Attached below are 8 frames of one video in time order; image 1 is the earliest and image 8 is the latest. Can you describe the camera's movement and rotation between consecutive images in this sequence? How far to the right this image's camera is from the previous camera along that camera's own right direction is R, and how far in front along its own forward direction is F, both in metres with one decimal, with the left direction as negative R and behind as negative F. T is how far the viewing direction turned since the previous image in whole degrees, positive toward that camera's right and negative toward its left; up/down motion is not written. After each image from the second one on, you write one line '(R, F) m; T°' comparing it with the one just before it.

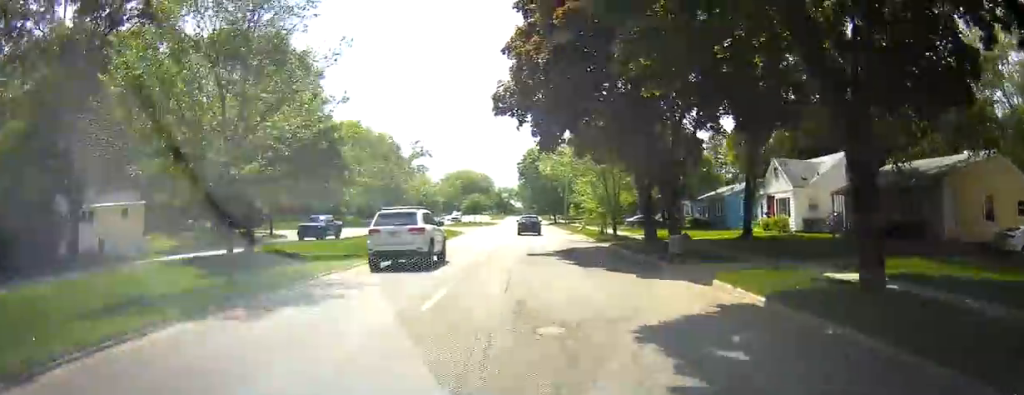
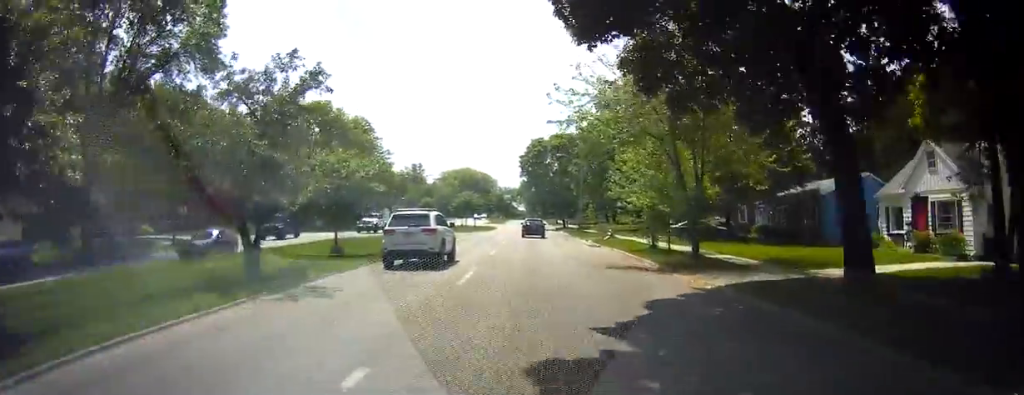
(0.0, +19.6) m; 0°
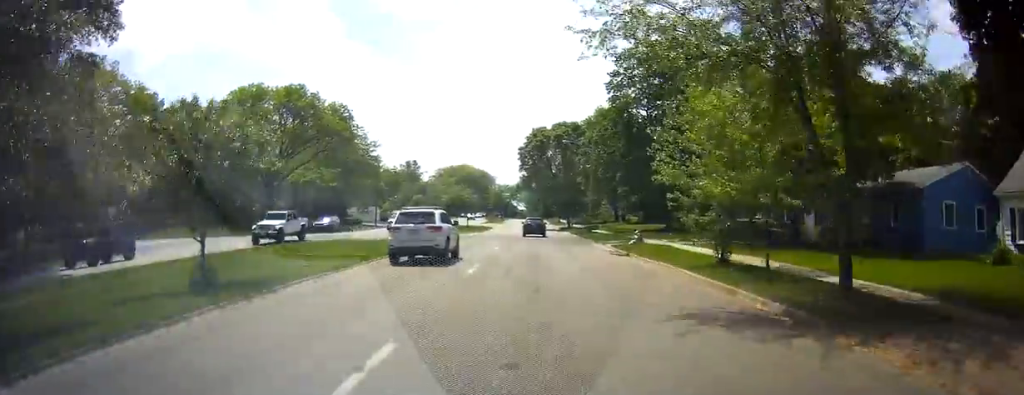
(0.0, +11.1) m; 0°
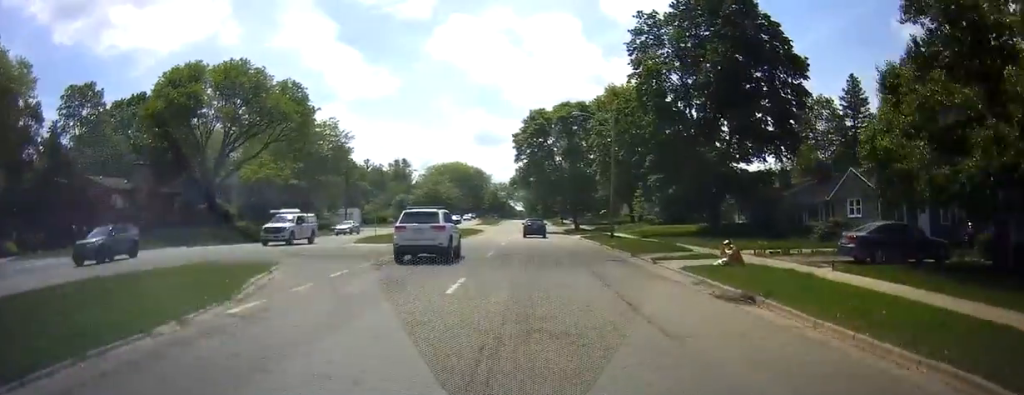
(0.0, +16.3) m; 0°
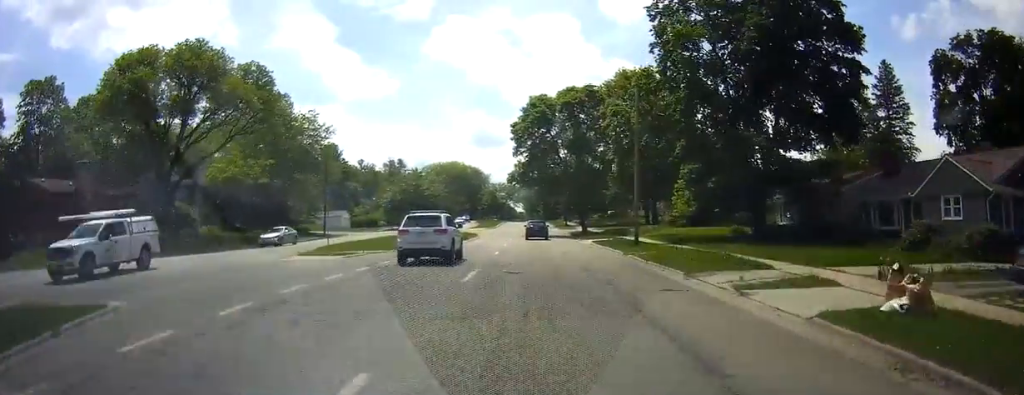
(0.0, +9.5) m; 0°
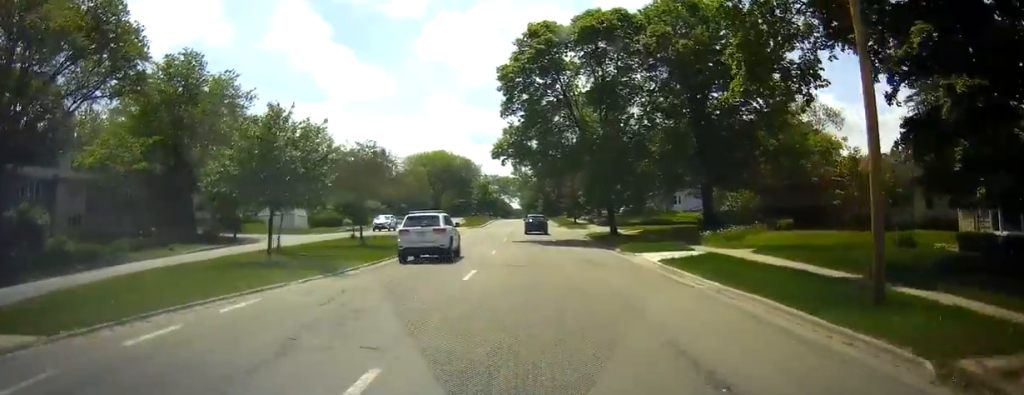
(0.0, +24.2) m; 0°
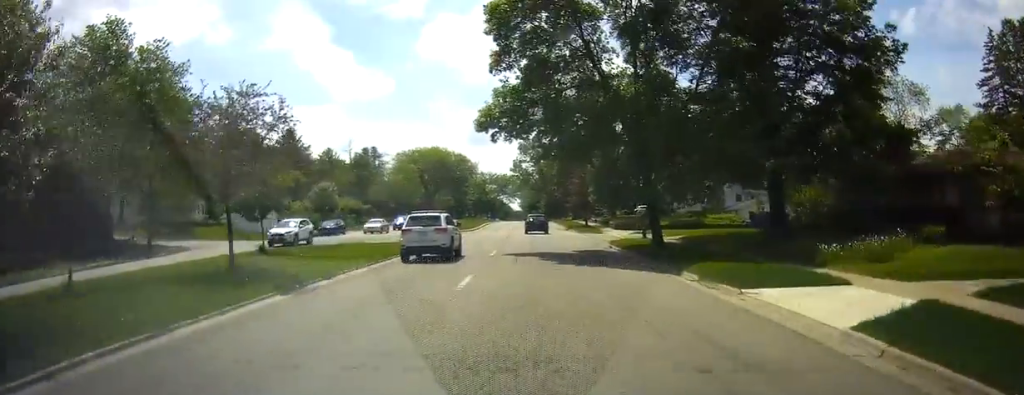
(0.0, +13.6) m; 0°
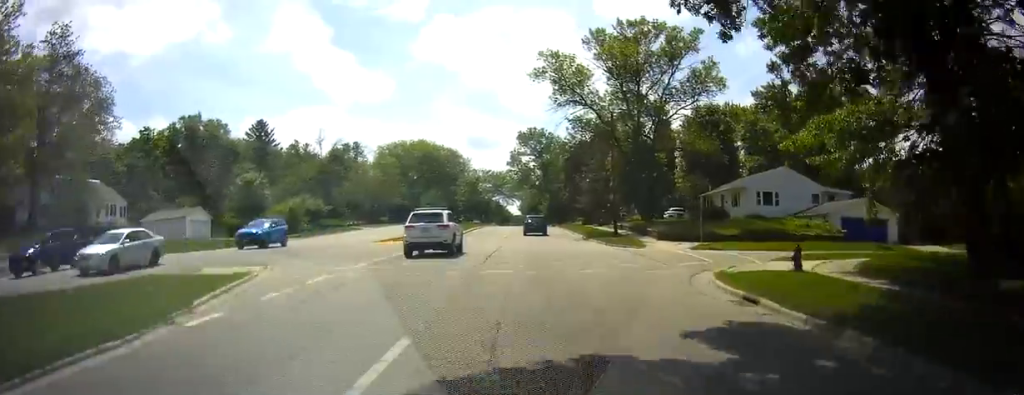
(0.0, +21.0) m; 0°
